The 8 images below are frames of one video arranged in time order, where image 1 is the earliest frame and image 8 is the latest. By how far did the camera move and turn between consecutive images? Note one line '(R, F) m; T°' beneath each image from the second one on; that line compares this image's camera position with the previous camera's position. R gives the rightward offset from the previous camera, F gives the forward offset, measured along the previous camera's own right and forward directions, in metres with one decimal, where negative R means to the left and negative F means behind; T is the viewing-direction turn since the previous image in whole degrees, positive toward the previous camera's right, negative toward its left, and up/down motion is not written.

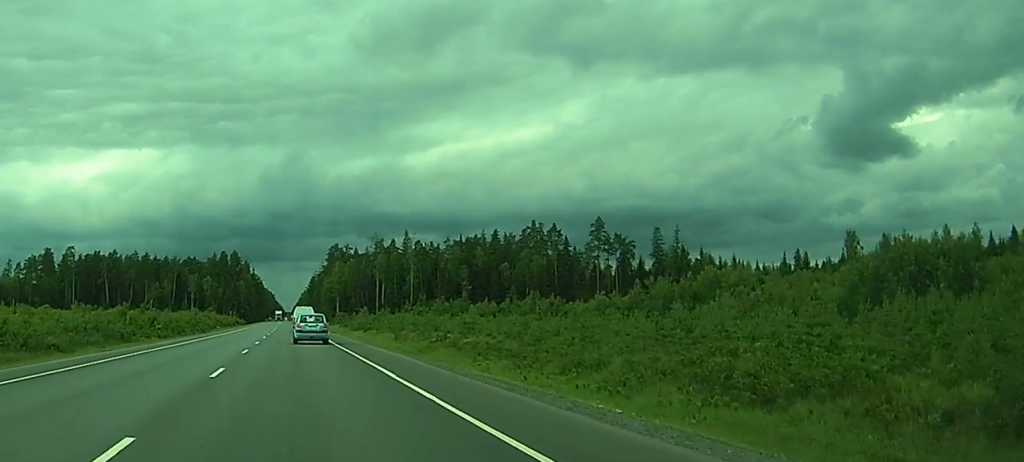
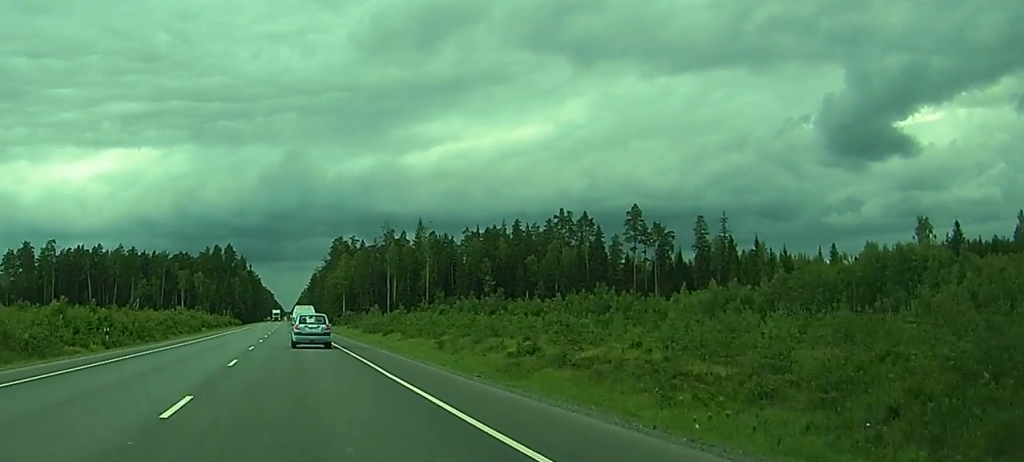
(+0.1, +31.1) m; 0°
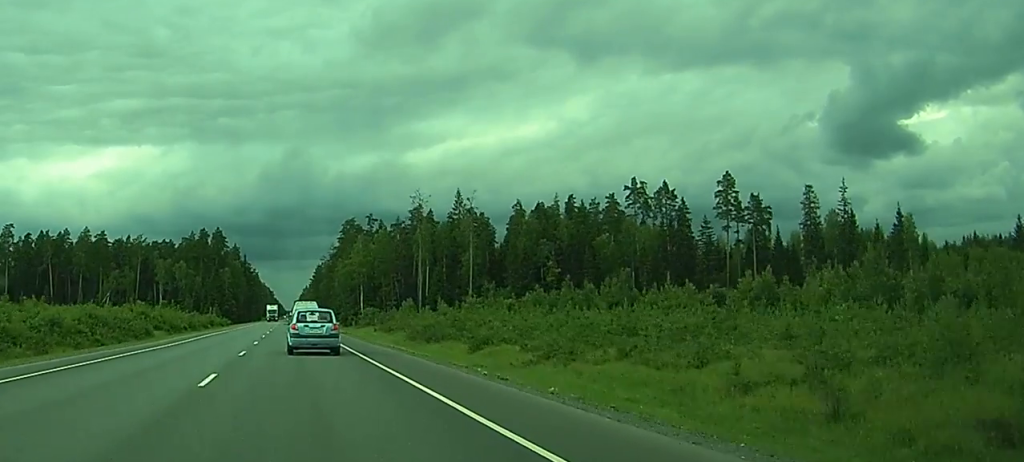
(0.0, +56.2) m; 0°
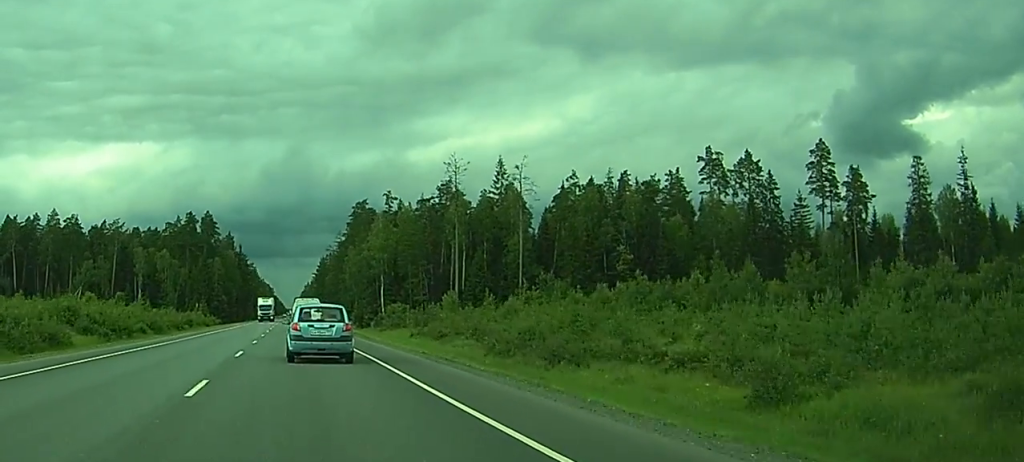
(0.0, +38.9) m; 0°
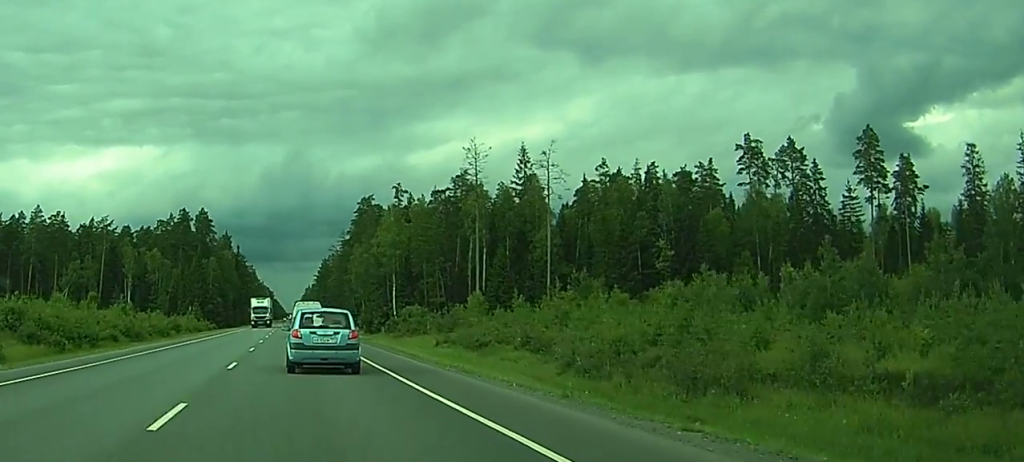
(+0.1, +15.8) m; 0°
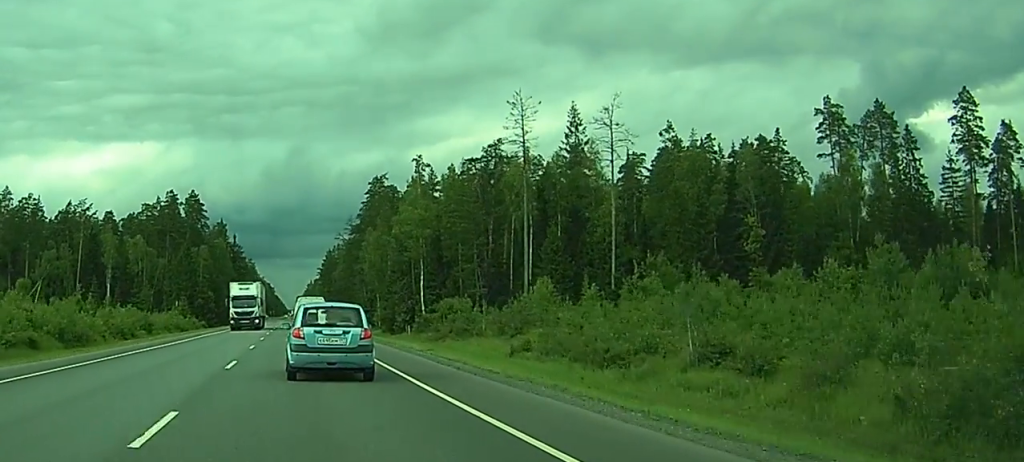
(-0.2, +26.0) m; -1°
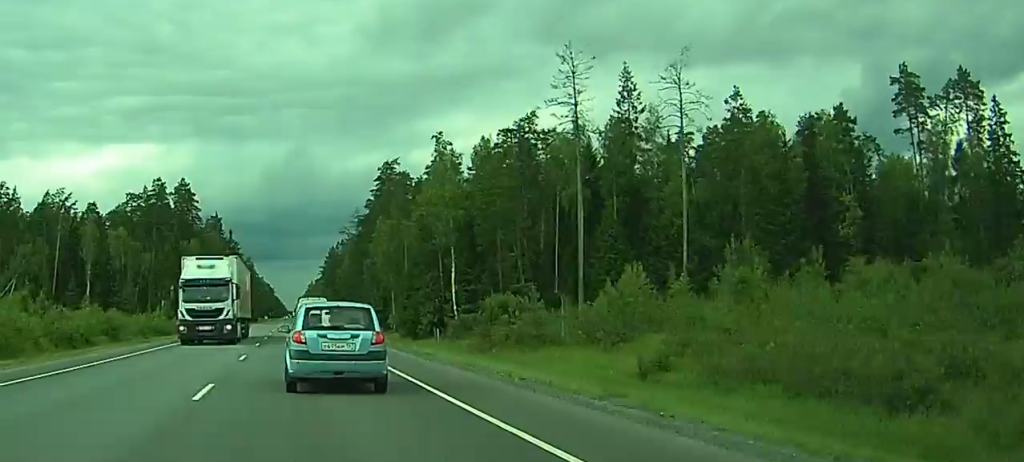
(-0.1, +19.8) m; 0°
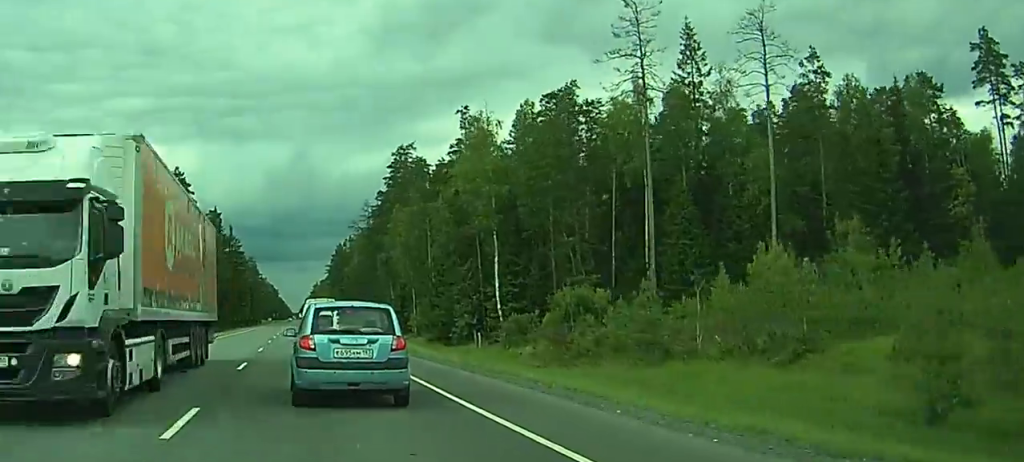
(0.0, +16.3) m; 0°
